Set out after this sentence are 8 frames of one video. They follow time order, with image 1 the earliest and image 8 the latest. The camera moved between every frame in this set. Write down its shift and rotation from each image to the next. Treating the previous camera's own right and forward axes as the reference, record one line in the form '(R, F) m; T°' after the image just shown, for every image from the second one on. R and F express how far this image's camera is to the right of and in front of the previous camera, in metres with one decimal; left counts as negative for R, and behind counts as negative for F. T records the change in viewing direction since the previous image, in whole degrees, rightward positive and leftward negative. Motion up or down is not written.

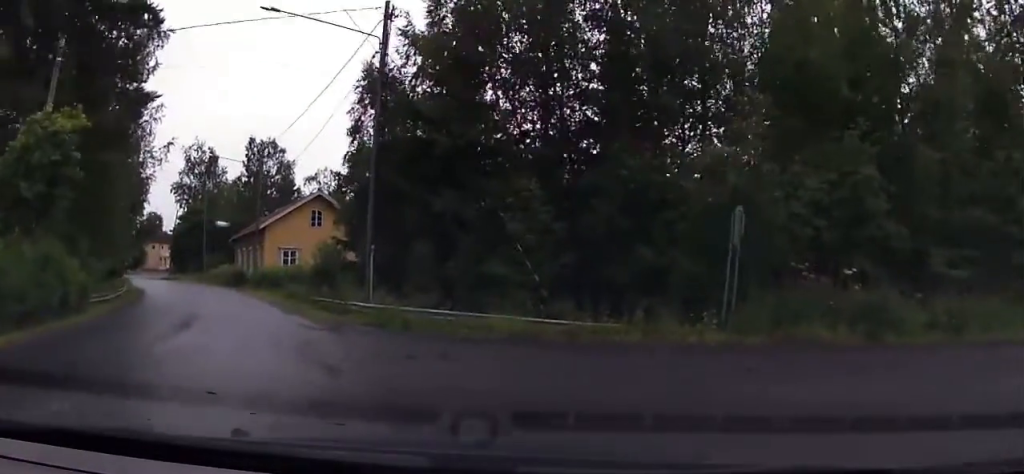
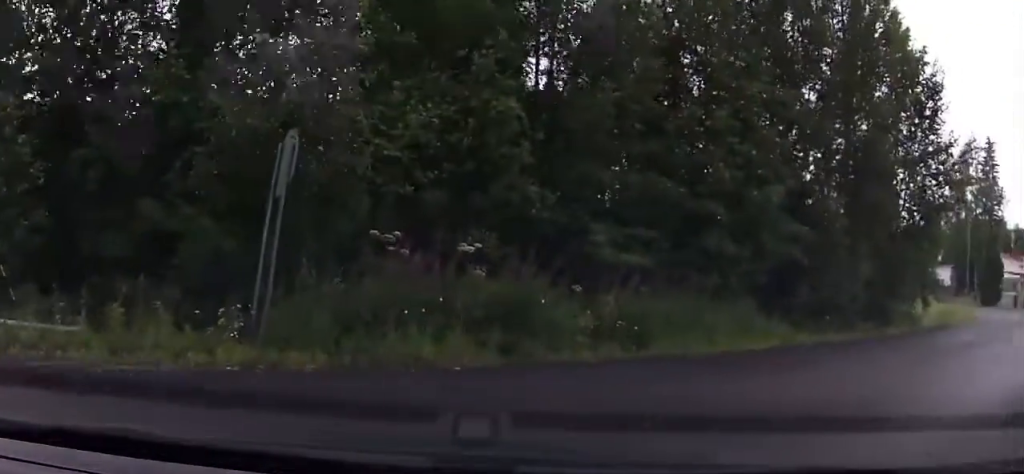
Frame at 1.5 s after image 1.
(+1.9, +6.5) m; +33°
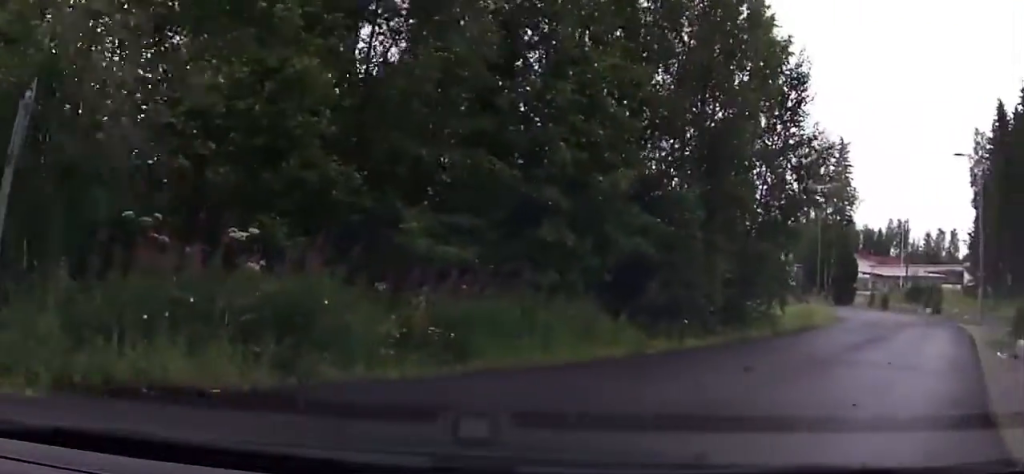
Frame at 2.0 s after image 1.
(+0.3, +2.1) m; +14°
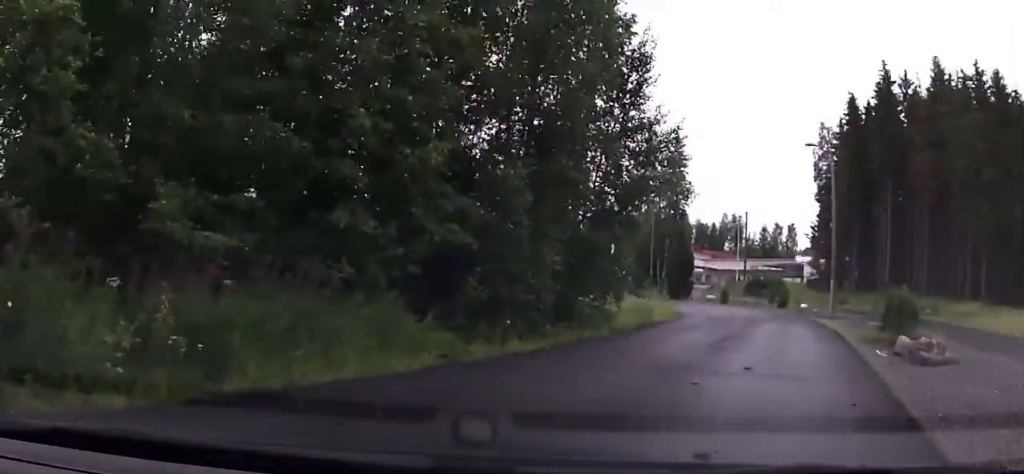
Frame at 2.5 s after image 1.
(-0.1, +2.1) m; +14°
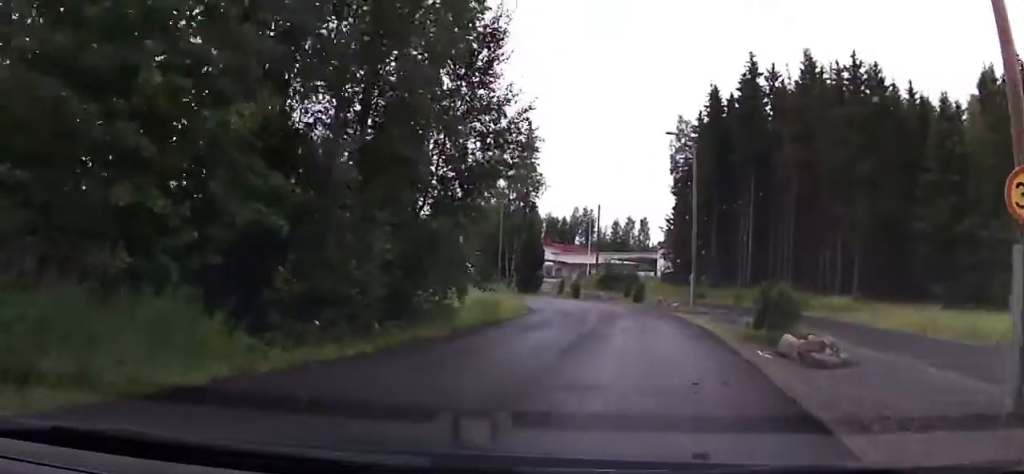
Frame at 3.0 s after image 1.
(+0.6, +1.7) m; +11°
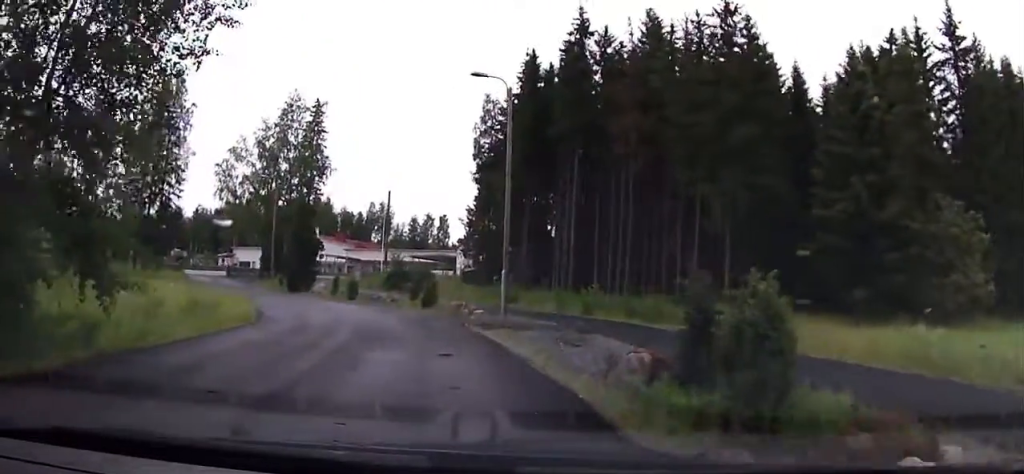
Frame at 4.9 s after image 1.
(+2.7, +10.0) m; +19°
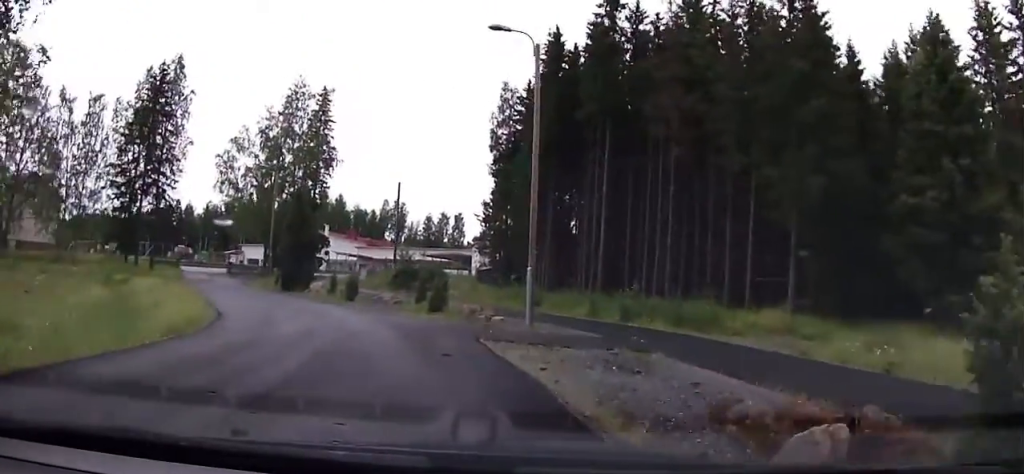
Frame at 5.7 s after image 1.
(+0.1, +5.7) m; 0°
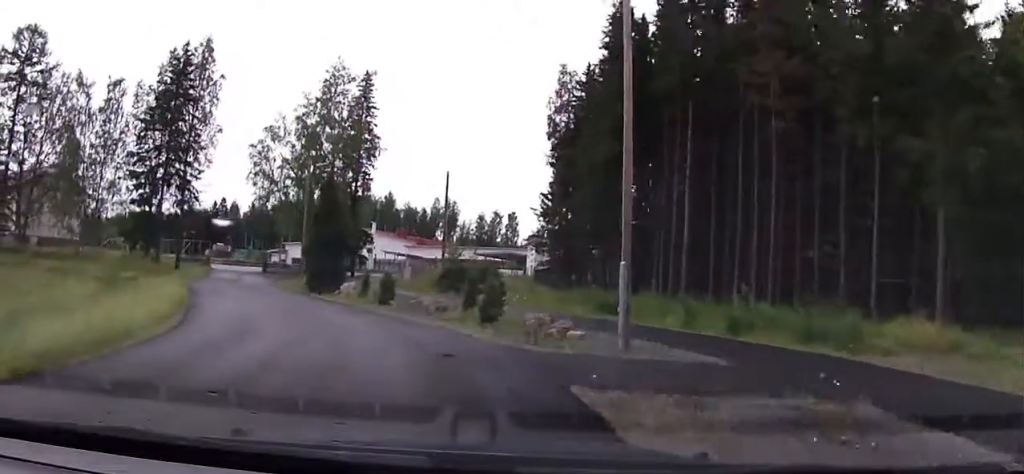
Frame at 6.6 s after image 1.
(0.0, +7.1) m; -5°
